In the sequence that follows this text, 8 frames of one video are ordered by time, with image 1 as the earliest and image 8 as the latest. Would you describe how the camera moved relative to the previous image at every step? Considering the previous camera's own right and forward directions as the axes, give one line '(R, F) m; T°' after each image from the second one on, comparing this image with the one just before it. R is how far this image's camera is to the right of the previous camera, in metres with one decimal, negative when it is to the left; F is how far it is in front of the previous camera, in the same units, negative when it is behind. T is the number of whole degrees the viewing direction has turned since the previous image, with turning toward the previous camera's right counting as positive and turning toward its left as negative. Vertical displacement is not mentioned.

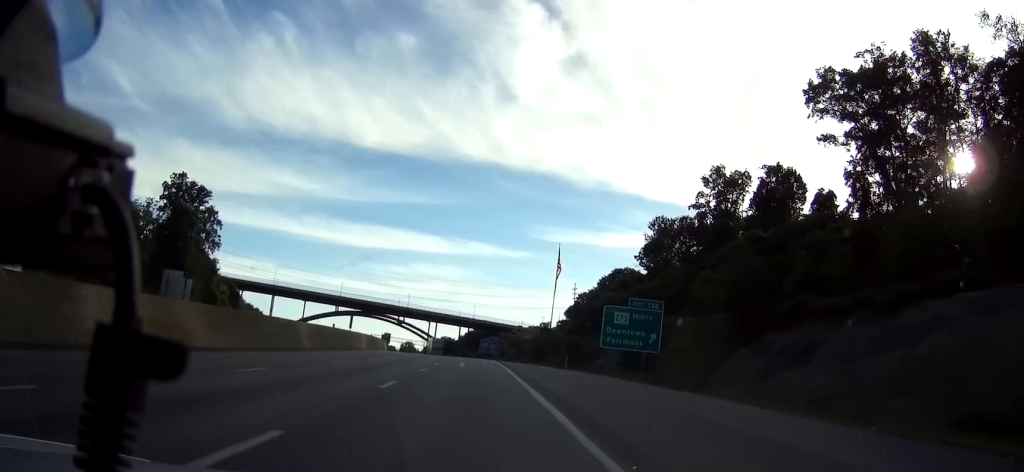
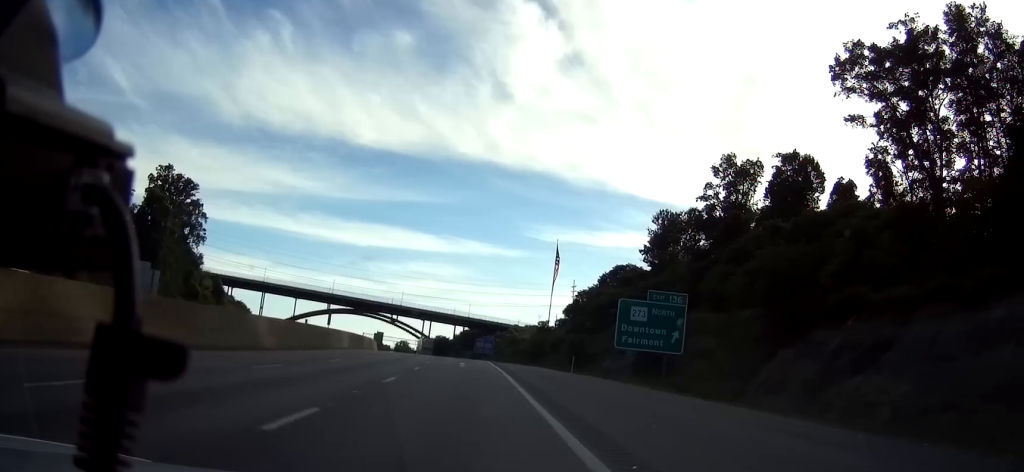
(0.0, +9.0) m; 0°
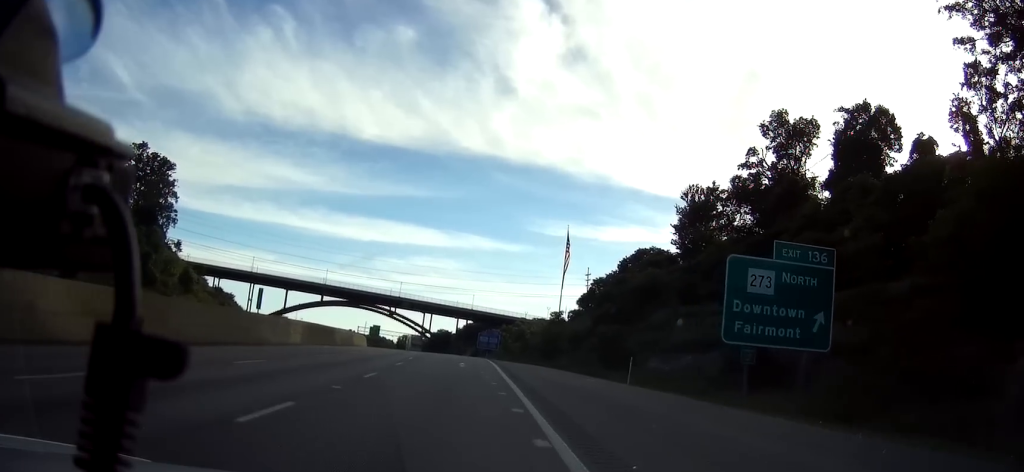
(+0.1, +23.8) m; -1°
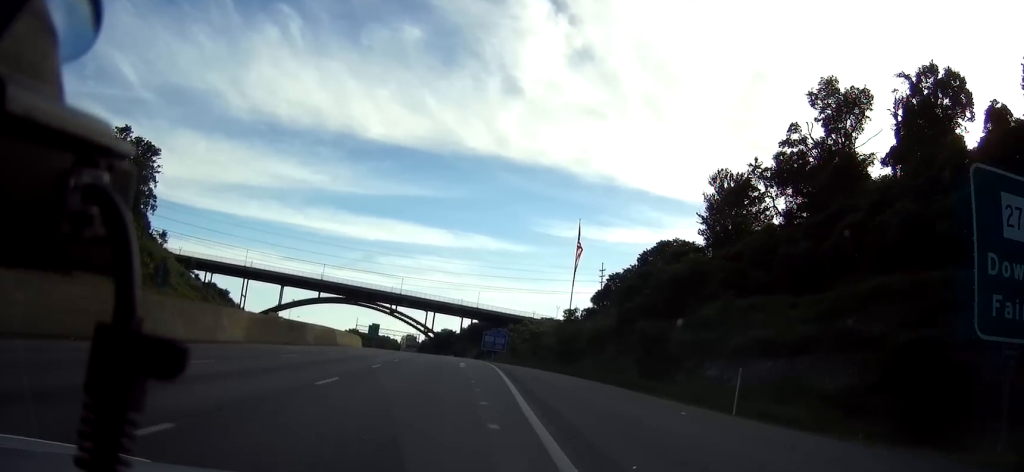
(-0.2, +16.5) m; -1°
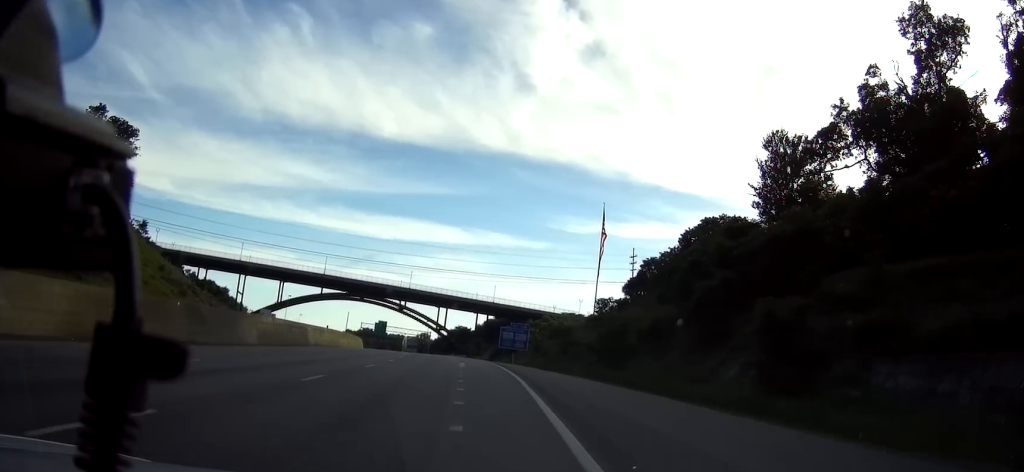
(-0.2, +23.8) m; -1°
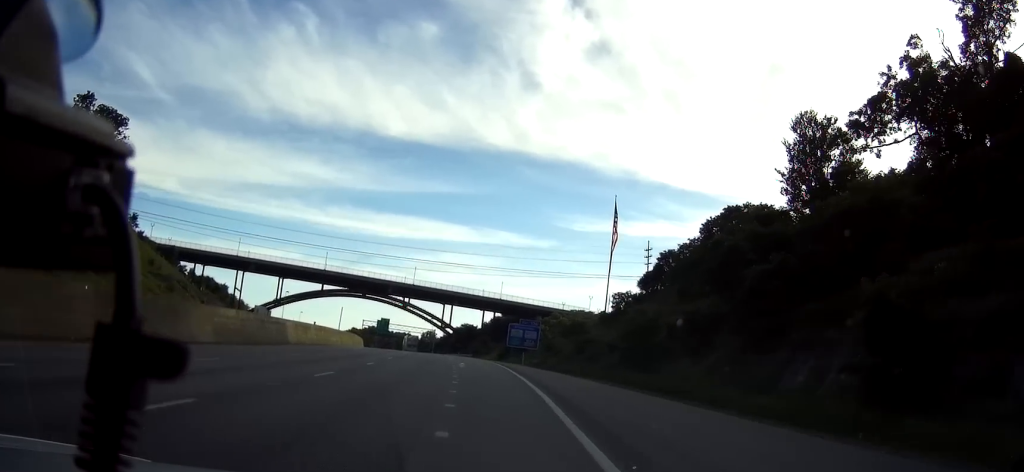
(-0.1, +10.5) m; -1°
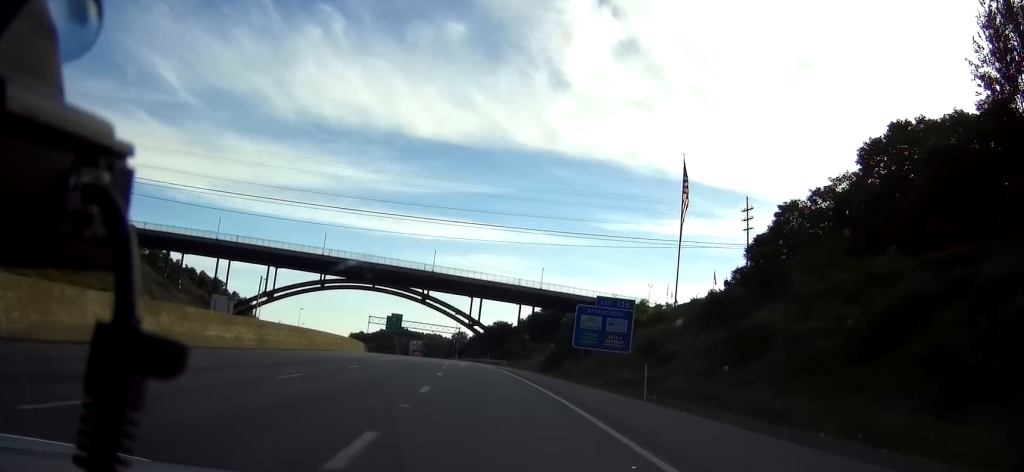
(-1.1, +51.5) m; -3°
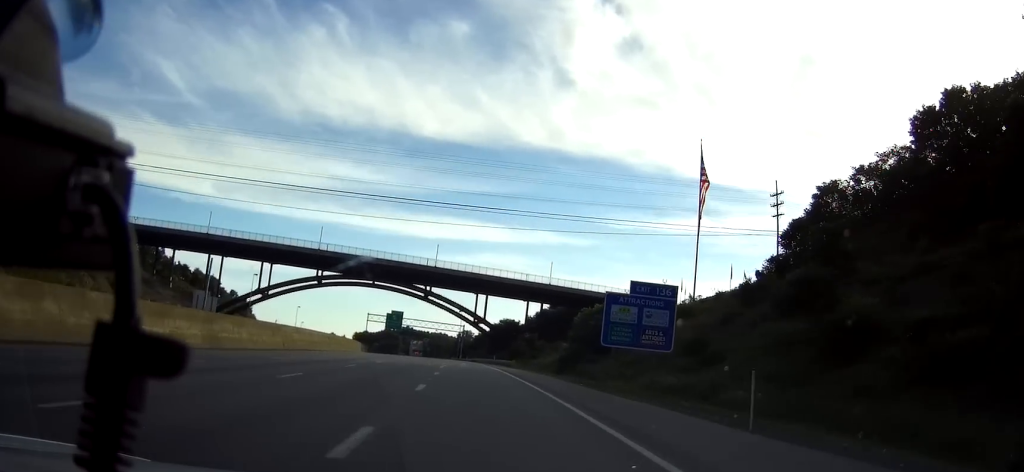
(0.0, +11.6) m; -1°
